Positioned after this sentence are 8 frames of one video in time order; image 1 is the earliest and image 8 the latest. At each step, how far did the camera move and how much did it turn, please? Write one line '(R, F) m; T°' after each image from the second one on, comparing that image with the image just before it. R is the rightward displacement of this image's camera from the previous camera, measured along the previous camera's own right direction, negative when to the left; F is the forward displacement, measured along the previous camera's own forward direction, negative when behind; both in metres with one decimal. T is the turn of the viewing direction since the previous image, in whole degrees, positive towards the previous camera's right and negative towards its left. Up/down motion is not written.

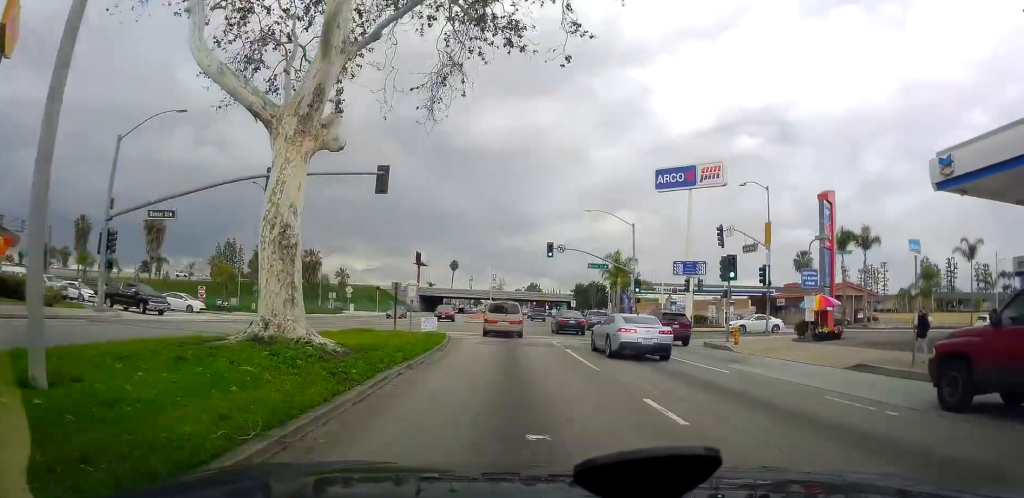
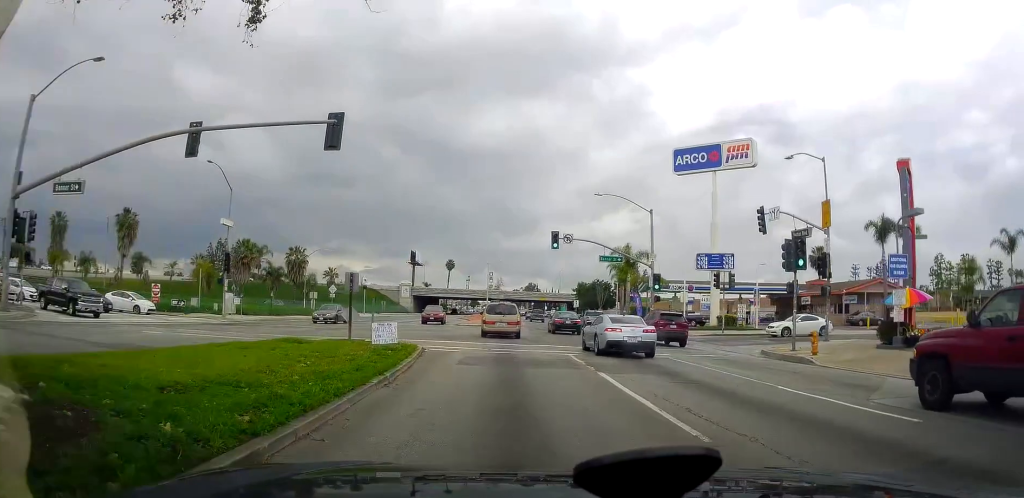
(+0.1, +7.5) m; -2°
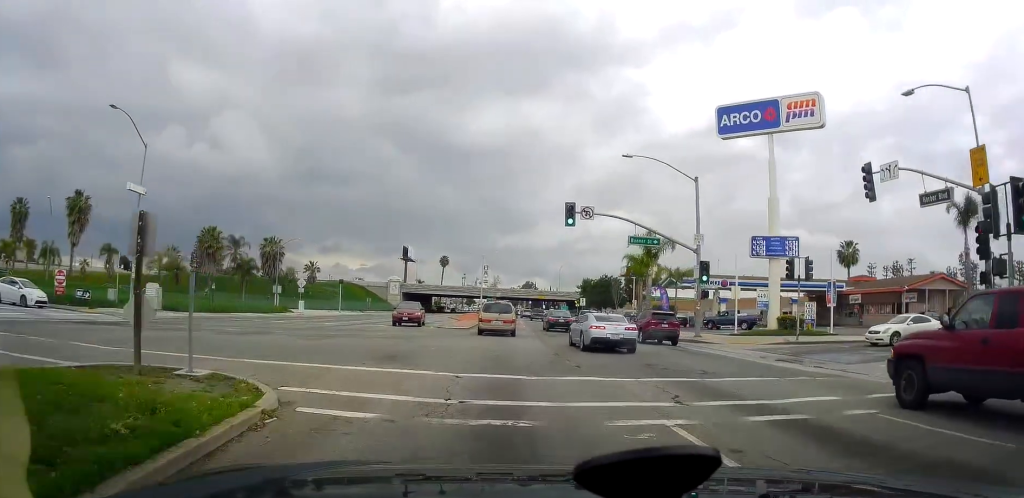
(-0.3, +11.8) m; +1°
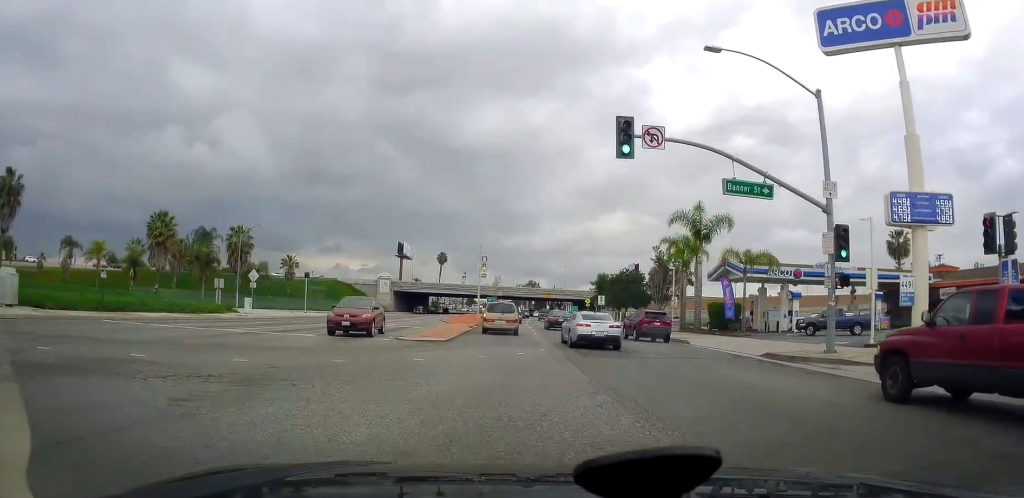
(+0.2, +15.2) m; -1°
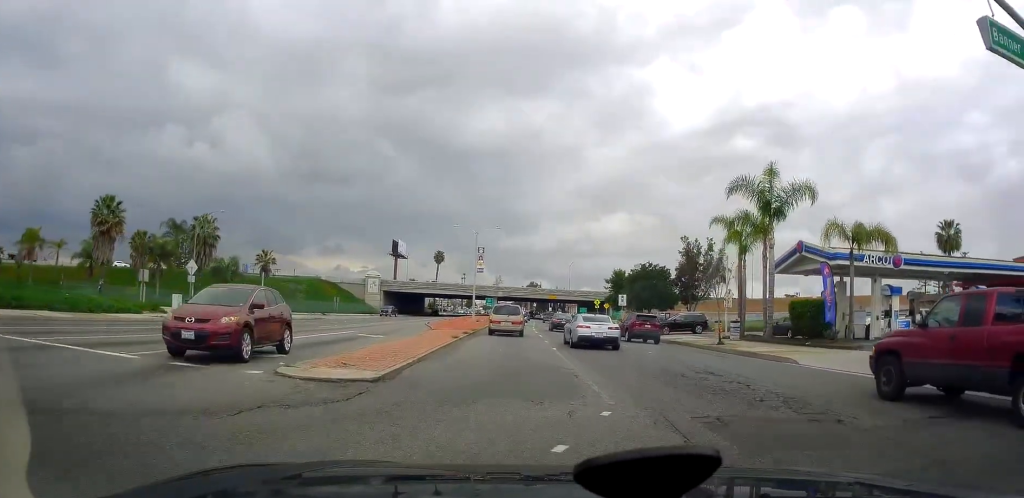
(0.0, +12.4) m; 0°
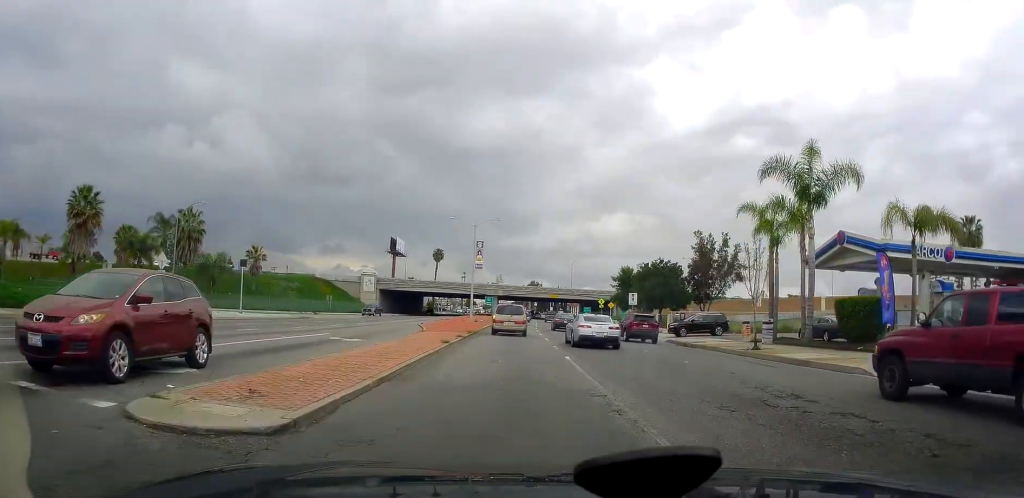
(0.0, +4.4) m; 0°
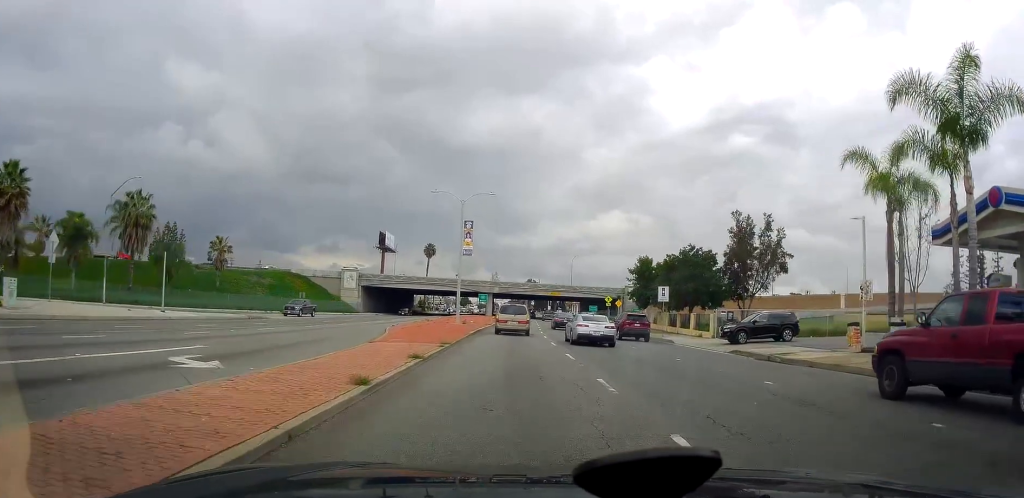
(0.0, +11.6) m; 0°
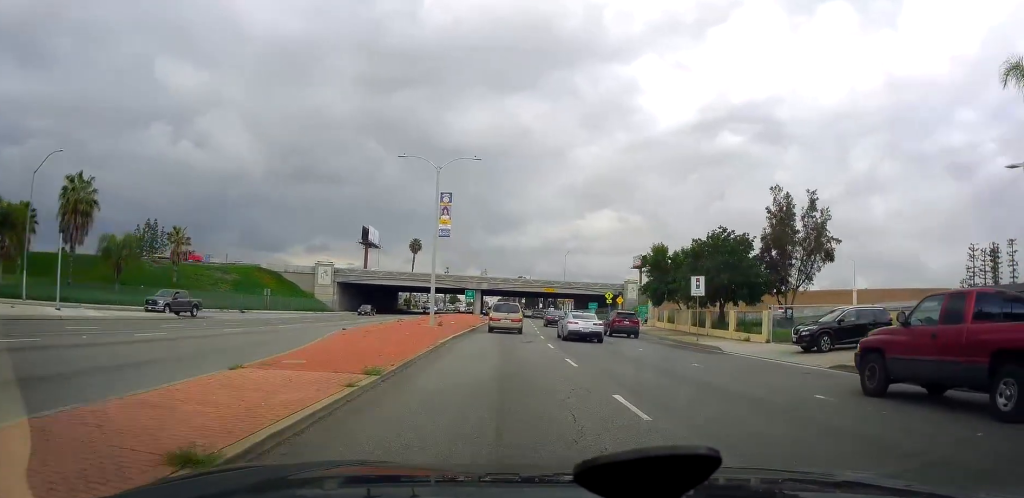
(0.0, +9.7) m; 0°
